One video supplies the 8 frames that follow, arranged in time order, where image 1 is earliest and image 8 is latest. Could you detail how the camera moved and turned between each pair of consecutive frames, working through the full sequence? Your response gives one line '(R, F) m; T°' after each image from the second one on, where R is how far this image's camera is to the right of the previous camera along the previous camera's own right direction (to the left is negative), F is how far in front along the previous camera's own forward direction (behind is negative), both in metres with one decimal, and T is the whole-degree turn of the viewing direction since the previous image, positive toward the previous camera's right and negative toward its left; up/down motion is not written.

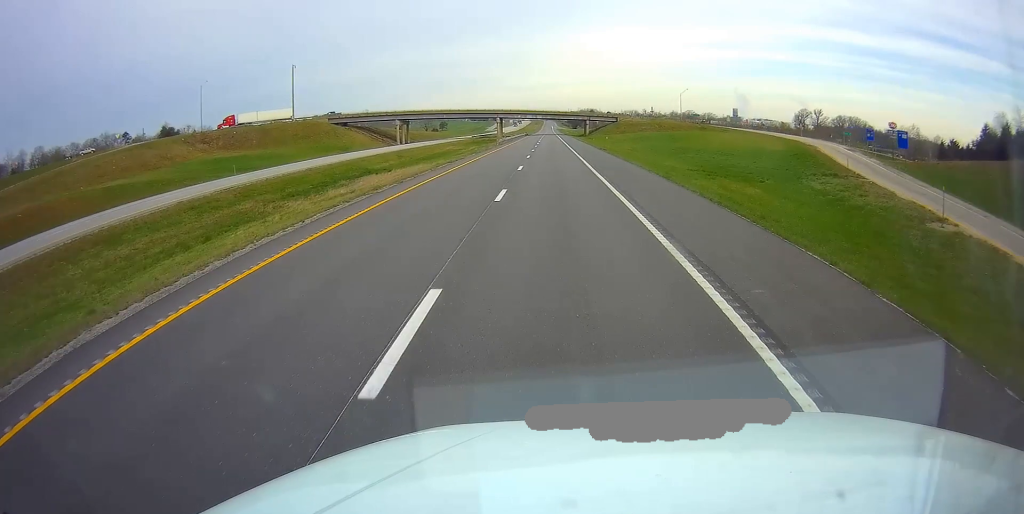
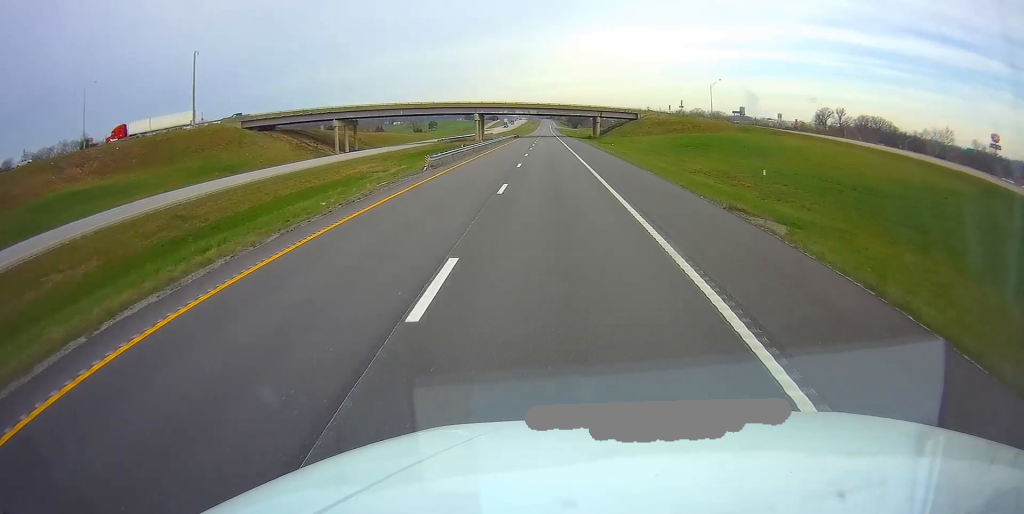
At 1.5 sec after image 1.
(+0.3, +46.6) m; 0°
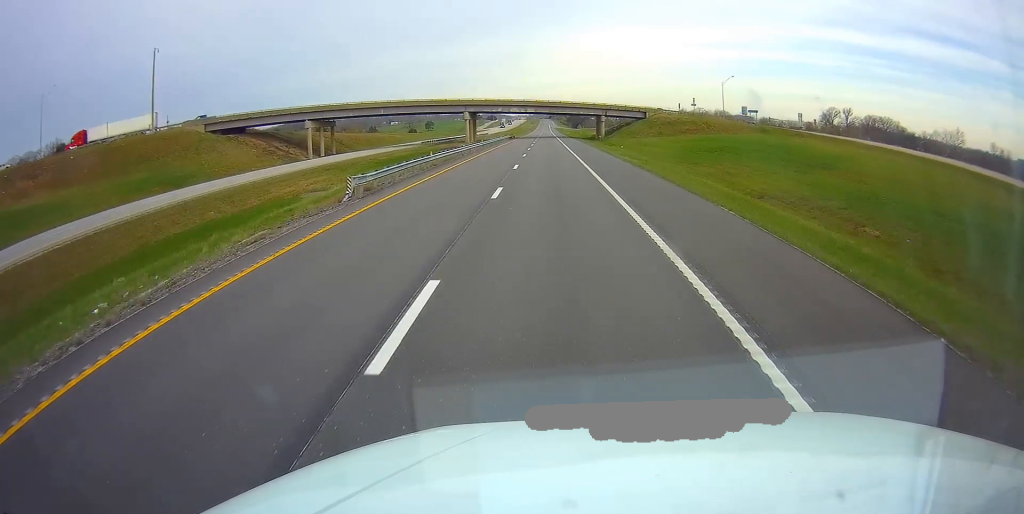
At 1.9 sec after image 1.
(0.0, +13.5) m; 0°
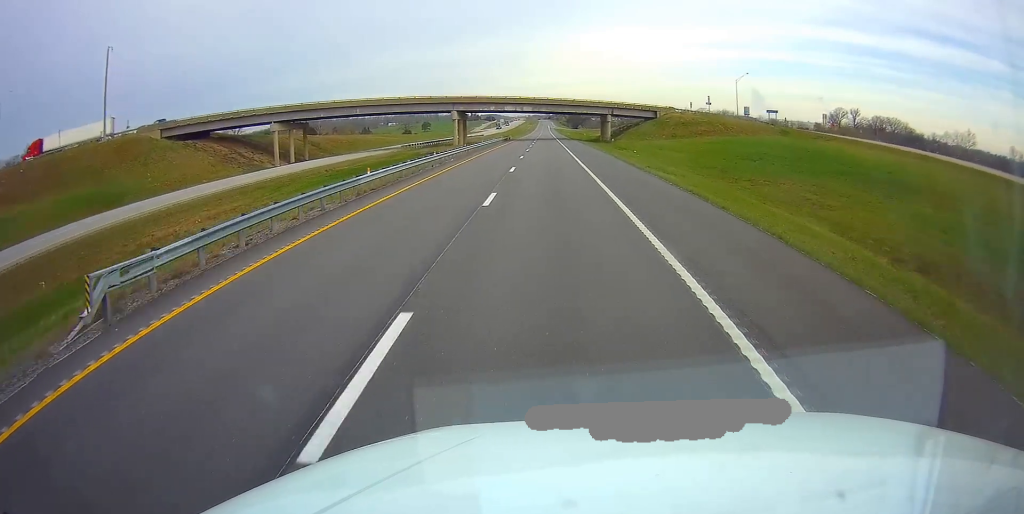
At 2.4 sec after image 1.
(0.0, +13.5) m; 0°
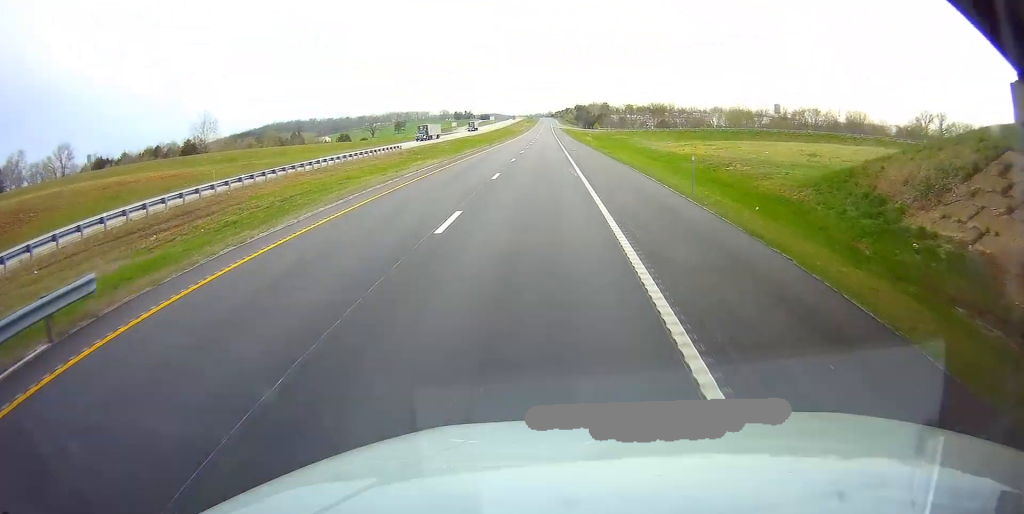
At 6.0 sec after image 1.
(+0.1, +112.9) m; 0°
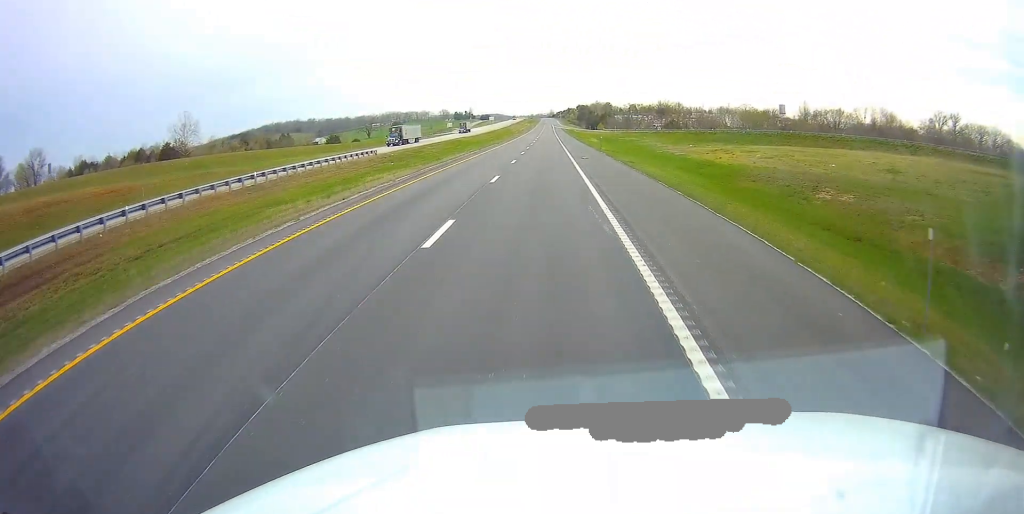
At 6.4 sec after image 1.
(+0.1, +13.4) m; 0°
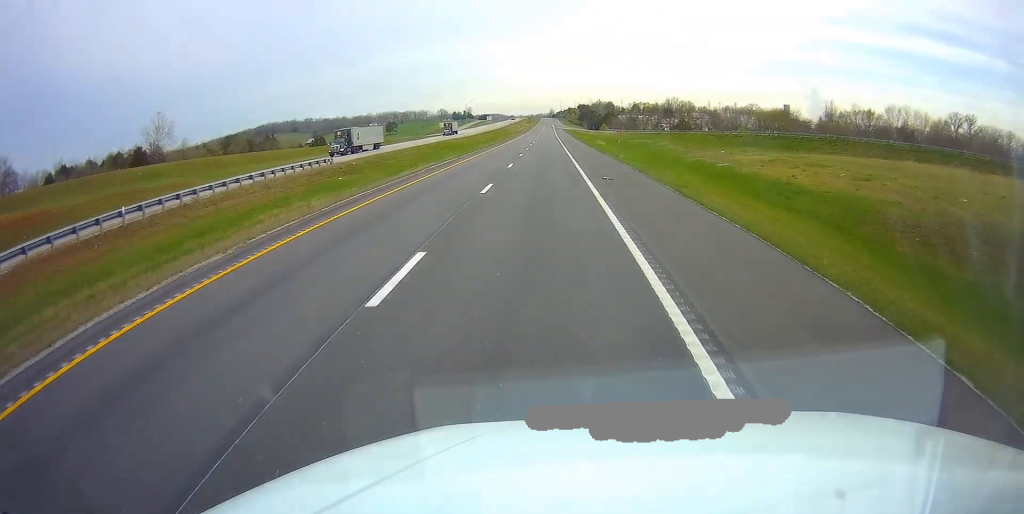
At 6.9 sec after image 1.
(0.0, +15.5) m; 0°
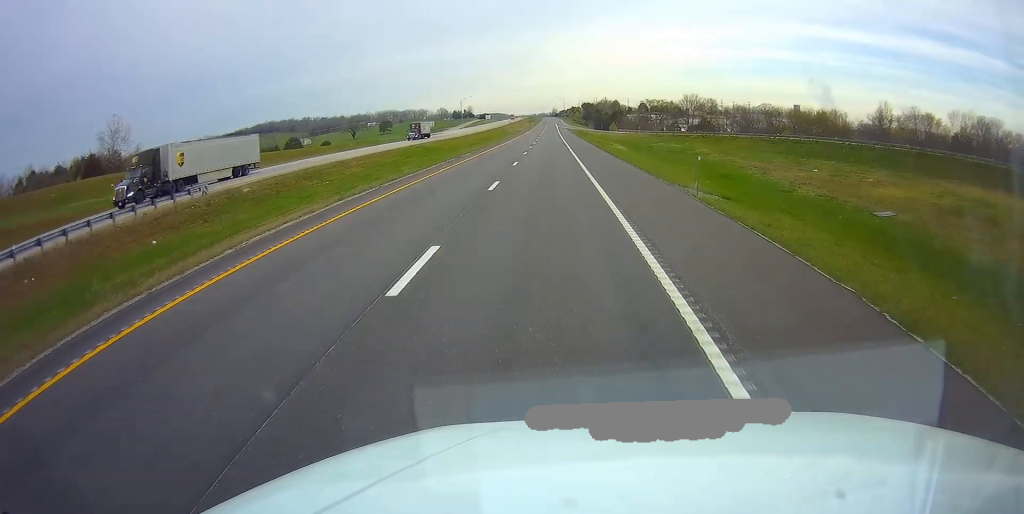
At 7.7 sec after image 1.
(-0.4, +23.9) m; 0°
